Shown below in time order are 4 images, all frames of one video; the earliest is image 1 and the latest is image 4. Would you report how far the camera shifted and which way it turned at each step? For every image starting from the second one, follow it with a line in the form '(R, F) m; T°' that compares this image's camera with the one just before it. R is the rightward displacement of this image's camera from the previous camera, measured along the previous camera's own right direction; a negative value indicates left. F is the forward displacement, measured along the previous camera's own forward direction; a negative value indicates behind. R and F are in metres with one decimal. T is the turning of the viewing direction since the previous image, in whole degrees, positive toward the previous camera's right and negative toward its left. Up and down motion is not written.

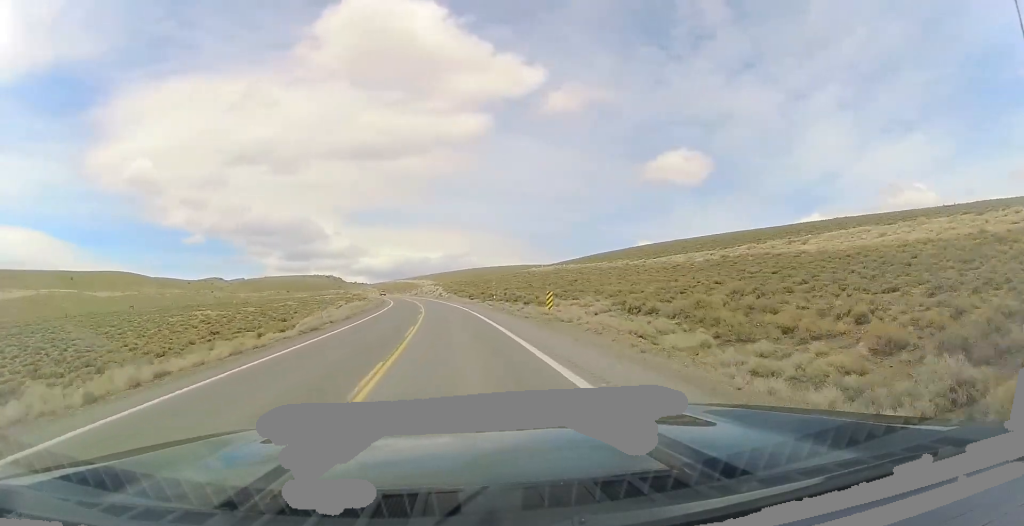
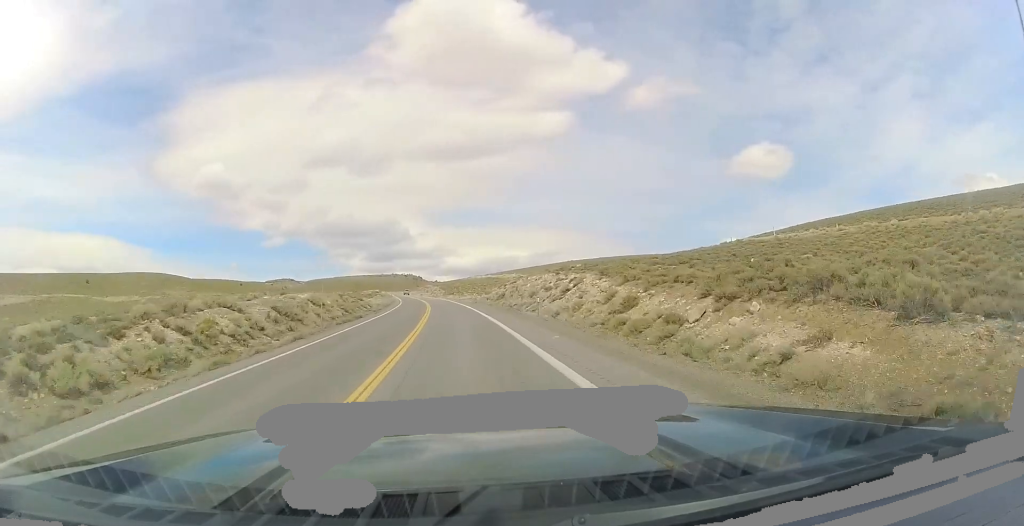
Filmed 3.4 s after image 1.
(-8.3, +106.3) m; -11°
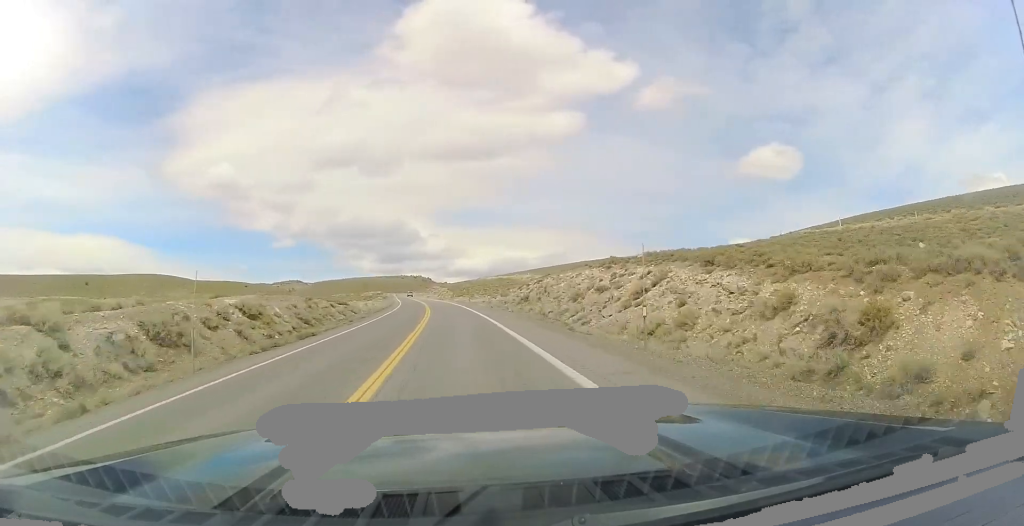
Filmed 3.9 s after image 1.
(-0.5, +15.7) m; -1°
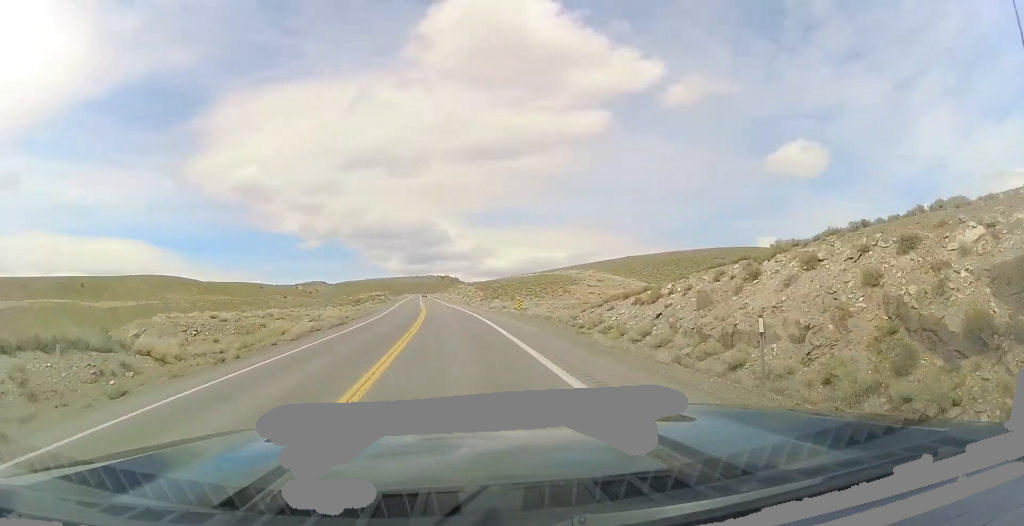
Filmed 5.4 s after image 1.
(-1.1, +47.1) m; -3°
